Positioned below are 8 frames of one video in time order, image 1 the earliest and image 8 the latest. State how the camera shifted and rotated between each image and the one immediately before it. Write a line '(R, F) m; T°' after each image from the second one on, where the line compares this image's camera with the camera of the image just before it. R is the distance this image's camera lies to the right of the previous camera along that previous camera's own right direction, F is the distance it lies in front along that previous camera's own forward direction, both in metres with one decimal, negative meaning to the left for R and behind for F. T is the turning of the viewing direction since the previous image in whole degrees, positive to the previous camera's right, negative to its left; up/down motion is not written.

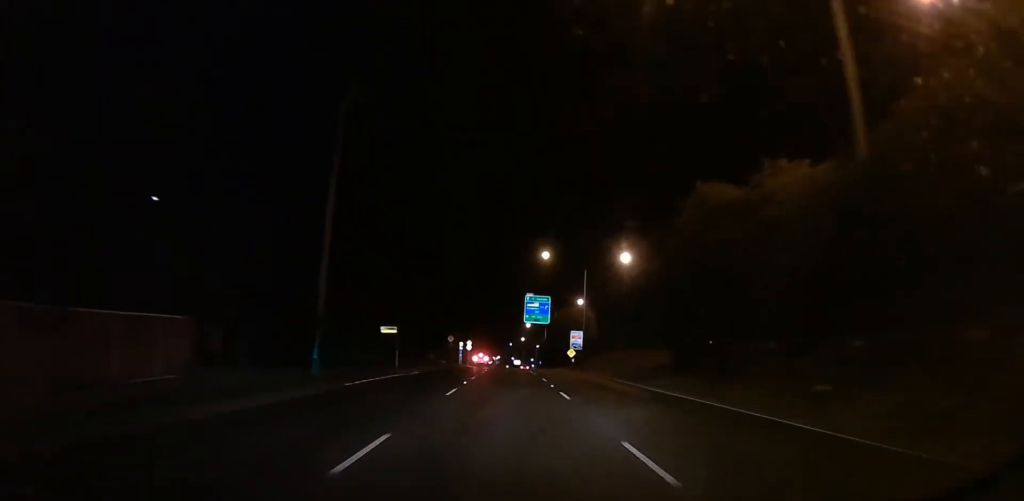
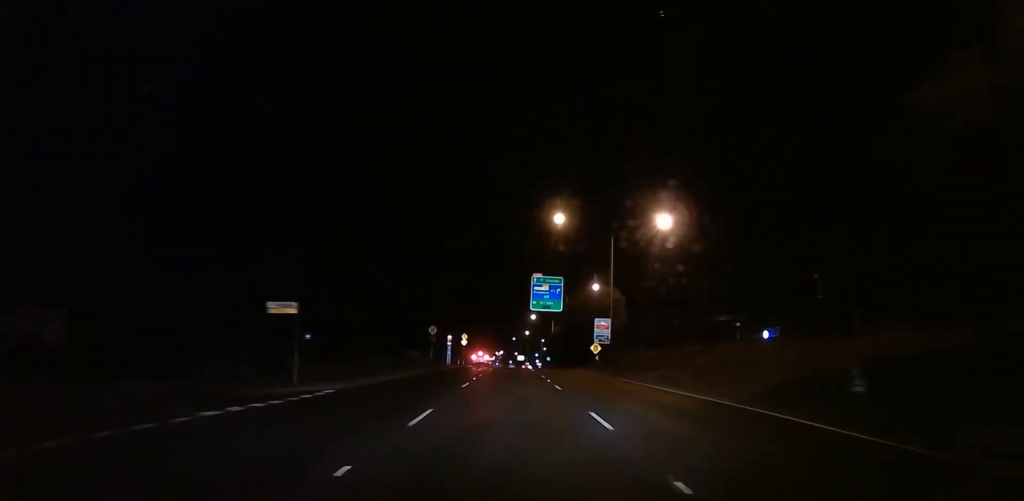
(0.0, +19.9) m; 0°
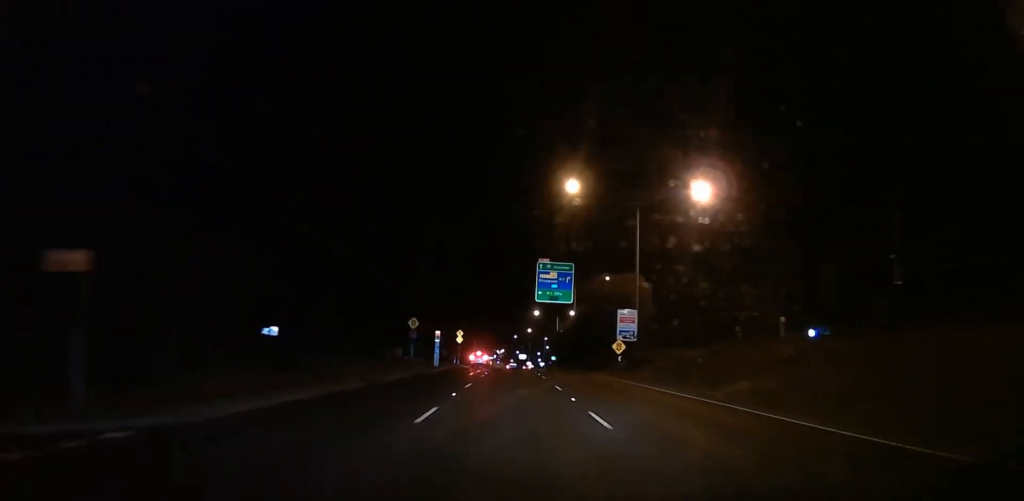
(0.0, +11.8) m; 0°
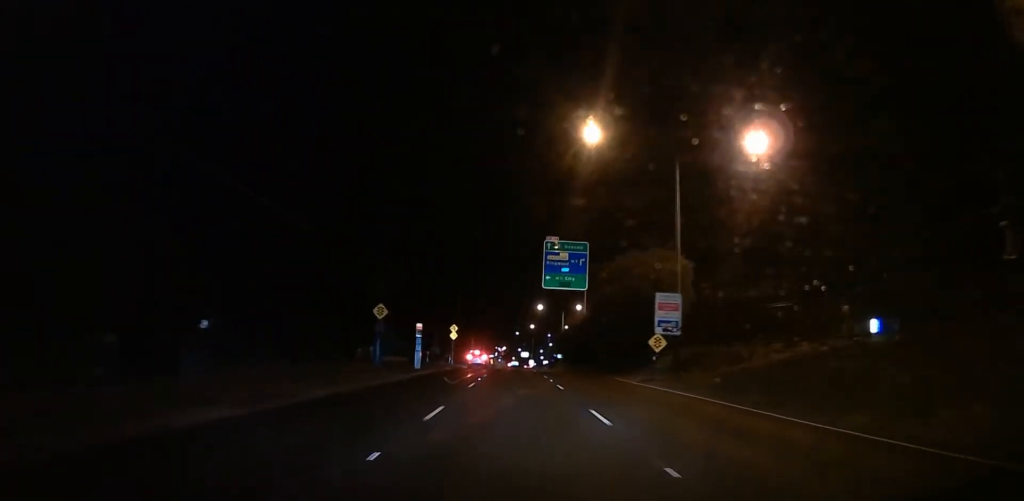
(0.0, +11.7) m; 0°
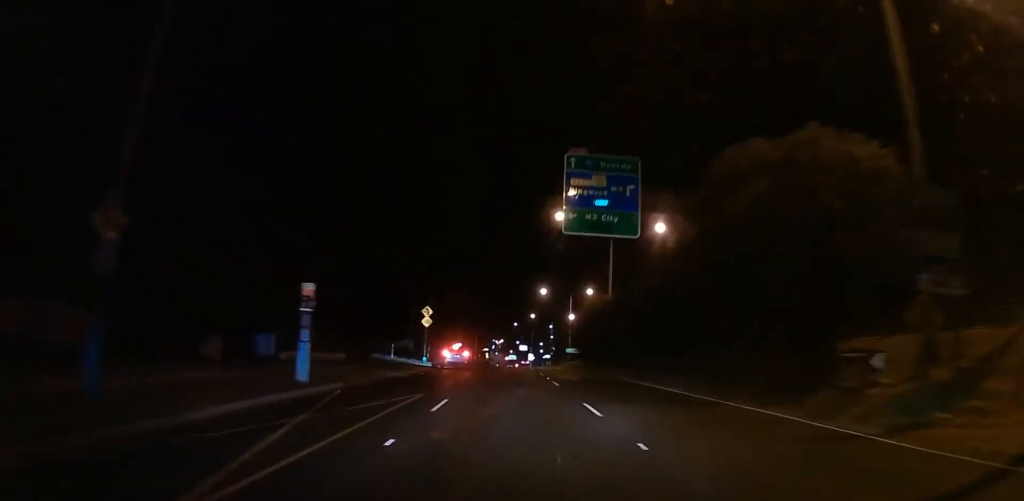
(-0.7, +23.1) m; -3°
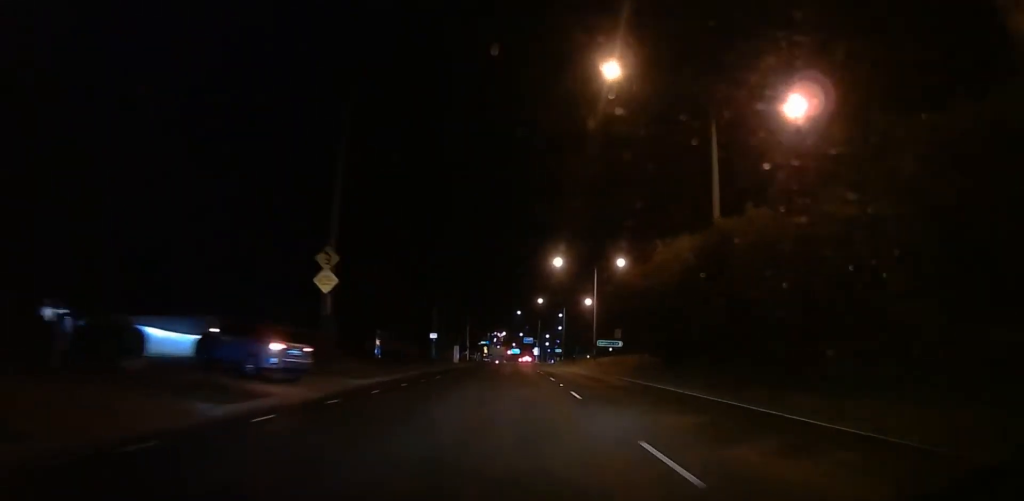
(+0.6, +30.8) m; +4°
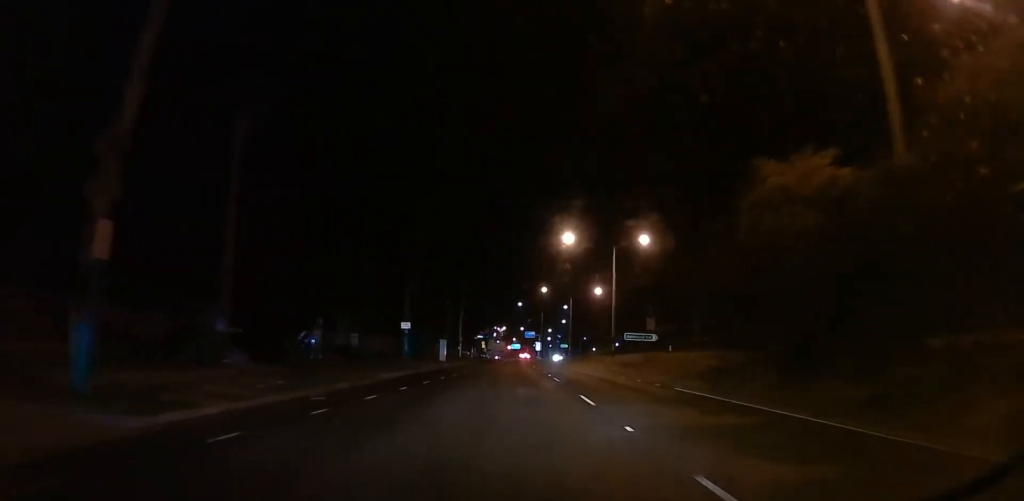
(-0.1, +14.9) m; 0°
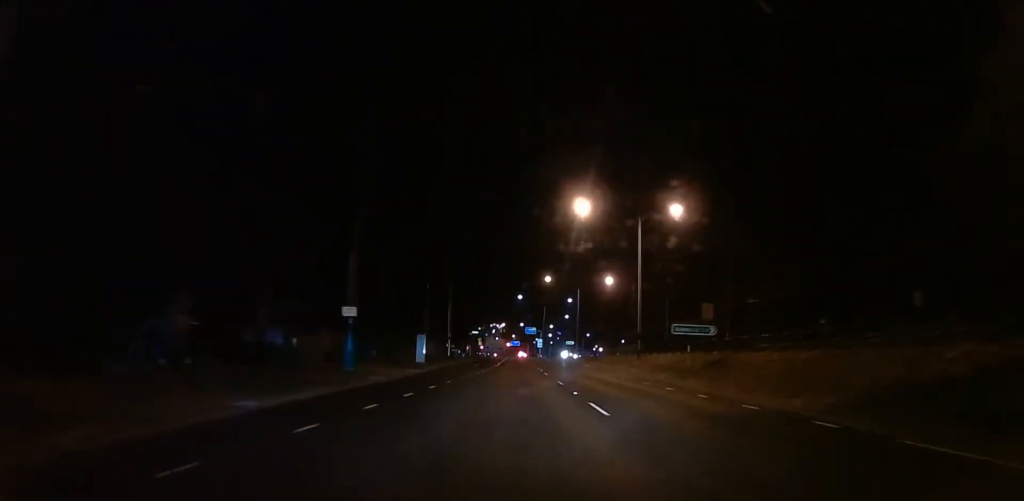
(0.0, +14.4) m; 0°
